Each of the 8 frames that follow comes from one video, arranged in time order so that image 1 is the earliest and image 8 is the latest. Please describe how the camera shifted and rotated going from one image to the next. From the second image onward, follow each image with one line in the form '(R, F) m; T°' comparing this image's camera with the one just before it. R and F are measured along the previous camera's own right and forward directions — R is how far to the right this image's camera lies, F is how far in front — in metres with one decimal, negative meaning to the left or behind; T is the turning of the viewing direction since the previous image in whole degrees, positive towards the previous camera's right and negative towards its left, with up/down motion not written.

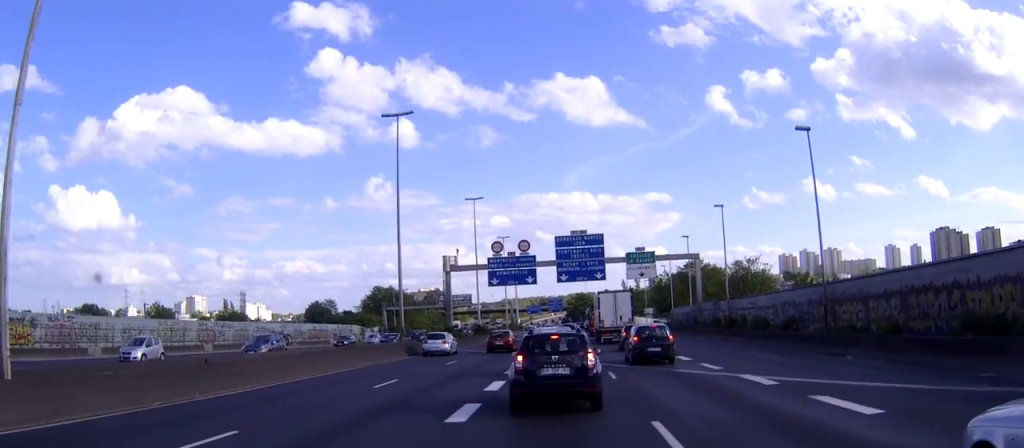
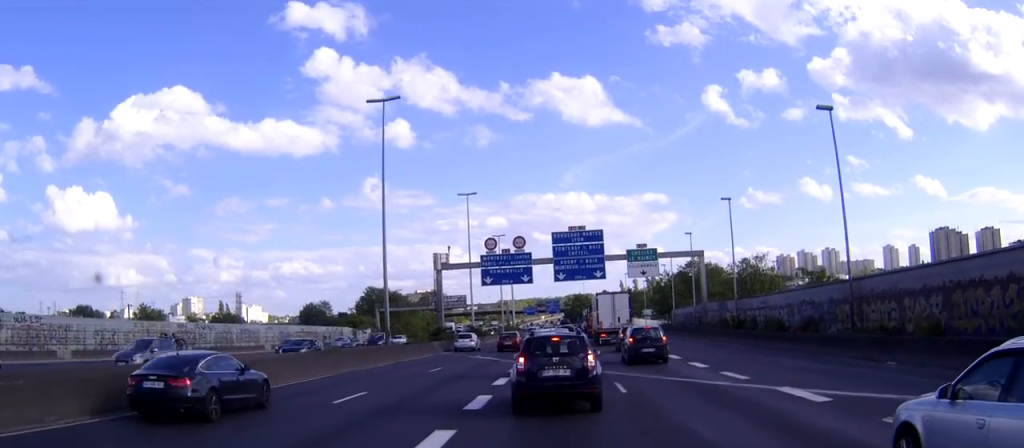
(0.0, +3.9) m; -1°
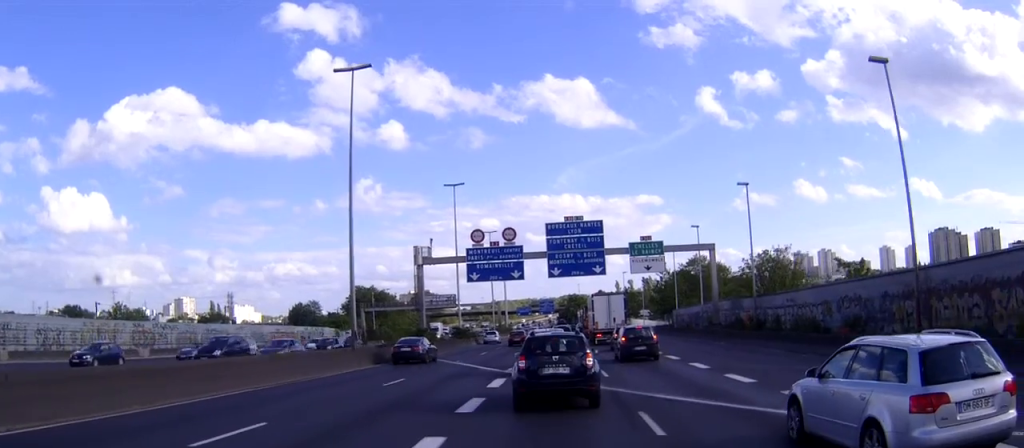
(-0.1, +7.2) m; -1°
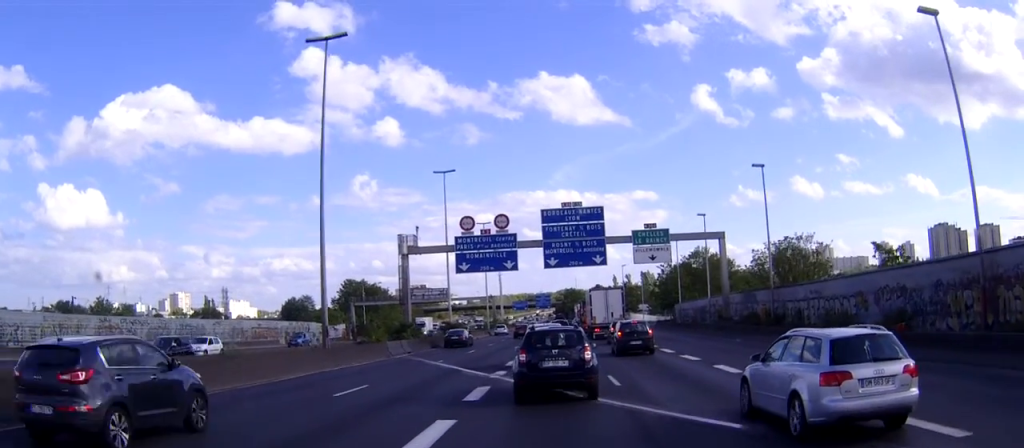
(0.0, +5.1) m; +1°
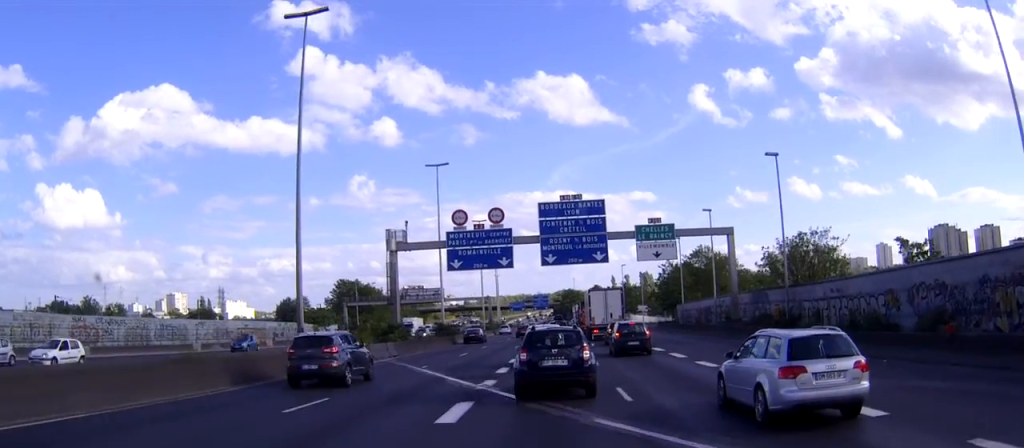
(0.0, +3.6) m; 0°
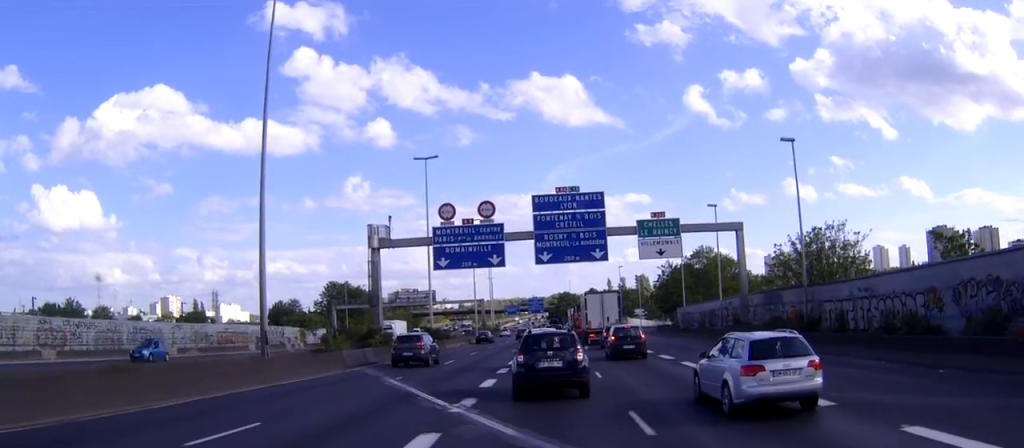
(0.0, +4.2) m; +1°
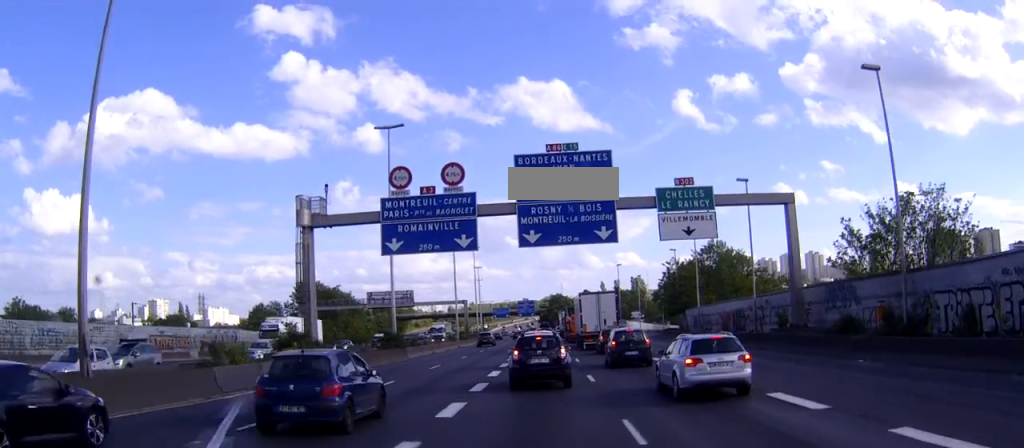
(+0.1, +13.2) m; 0°
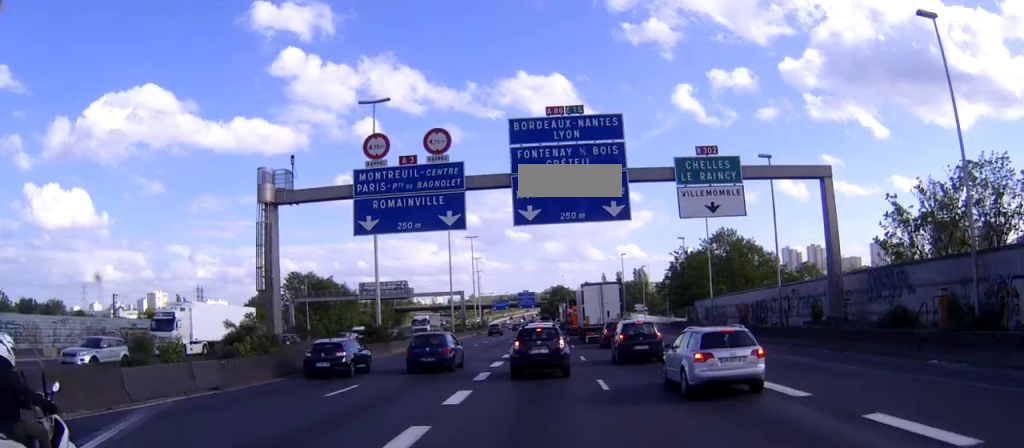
(0.0, +5.4) m; 0°
